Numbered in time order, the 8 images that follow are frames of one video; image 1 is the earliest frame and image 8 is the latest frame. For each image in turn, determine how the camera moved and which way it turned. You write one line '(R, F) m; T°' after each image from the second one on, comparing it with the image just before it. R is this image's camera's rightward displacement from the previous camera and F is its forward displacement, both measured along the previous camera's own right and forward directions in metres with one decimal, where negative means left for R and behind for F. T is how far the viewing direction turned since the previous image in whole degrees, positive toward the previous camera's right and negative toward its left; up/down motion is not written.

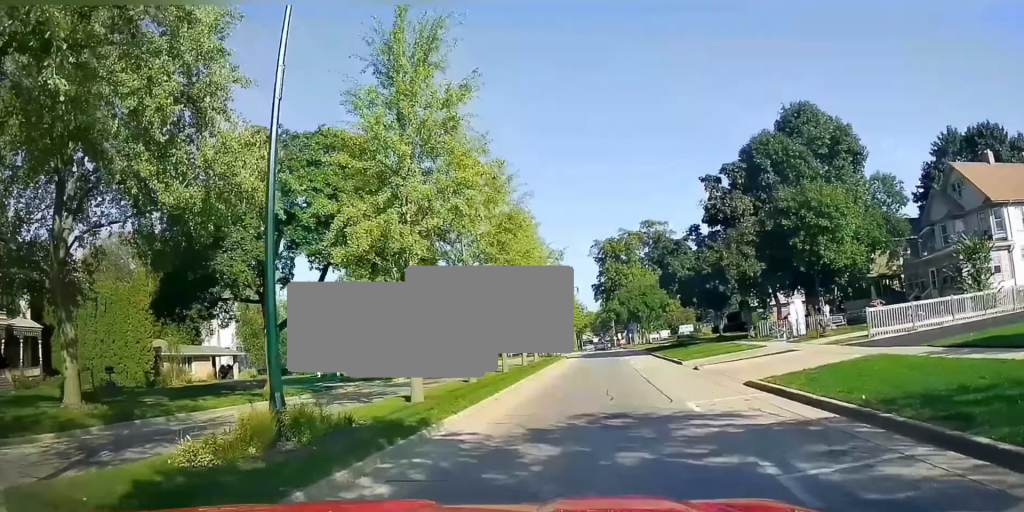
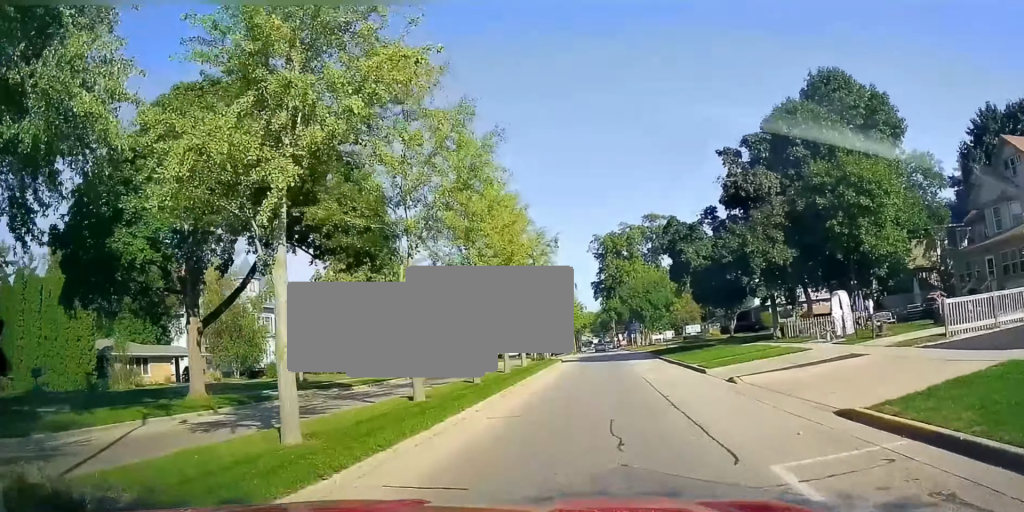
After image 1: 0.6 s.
(0.0, +6.9) m; 0°
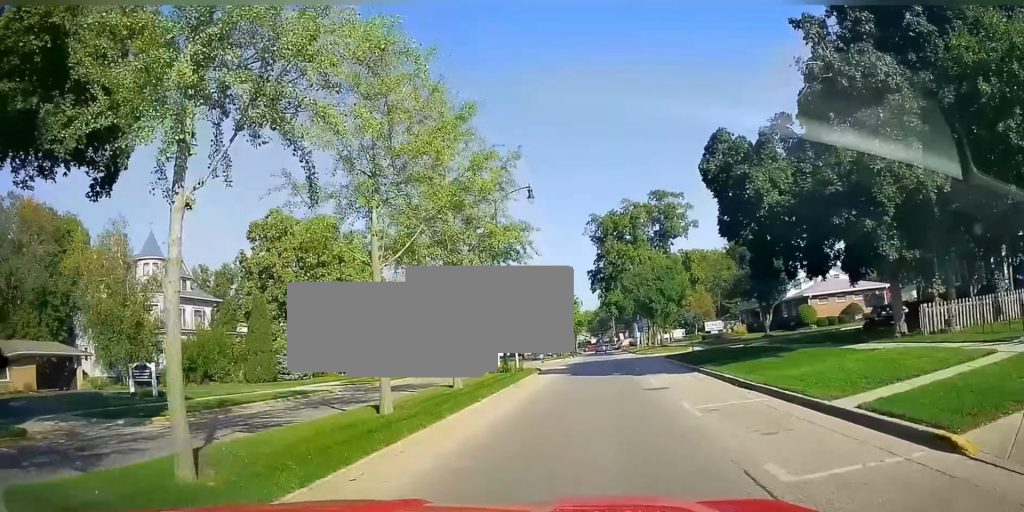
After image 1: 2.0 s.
(0.0, +16.9) m; 0°
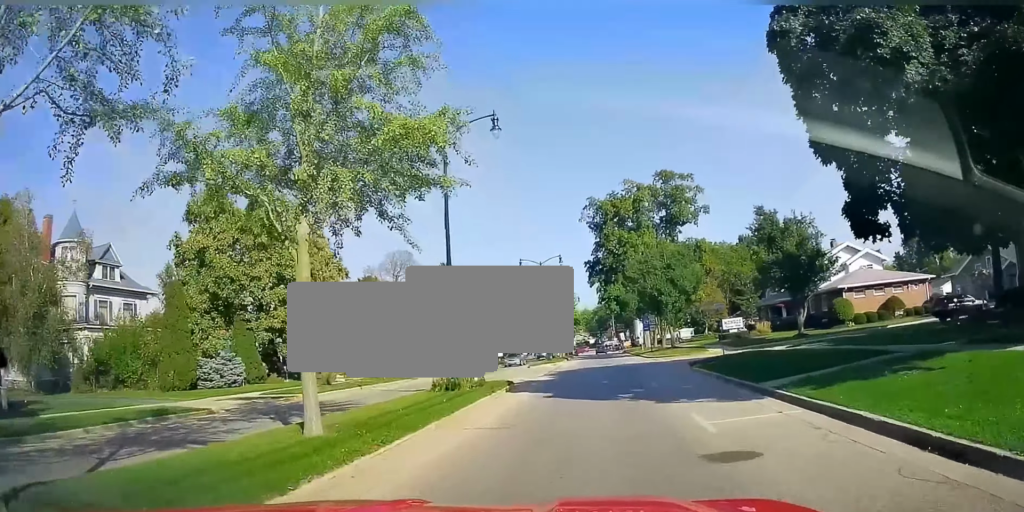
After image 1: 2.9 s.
(0.0, +10.3) m; 0°
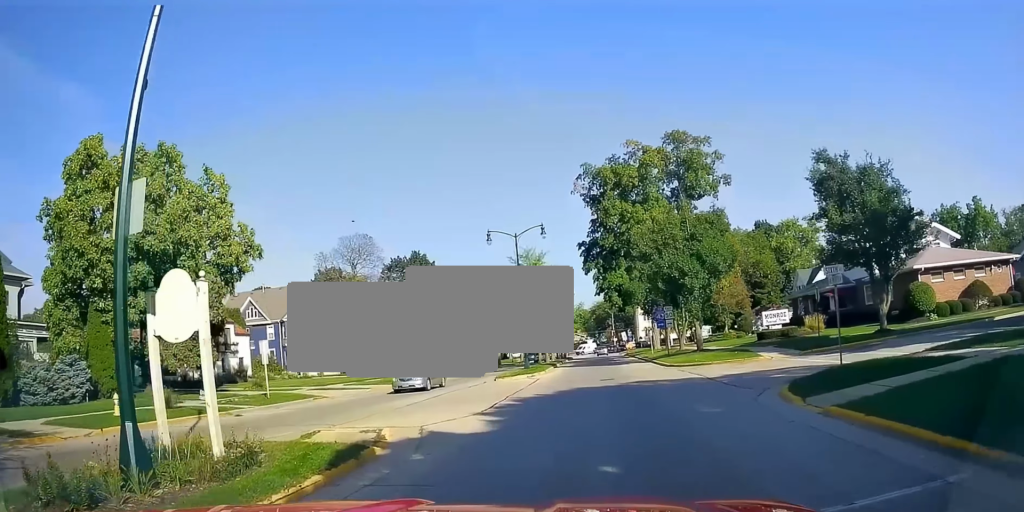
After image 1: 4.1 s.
(0.0, +15.2) m; 0°
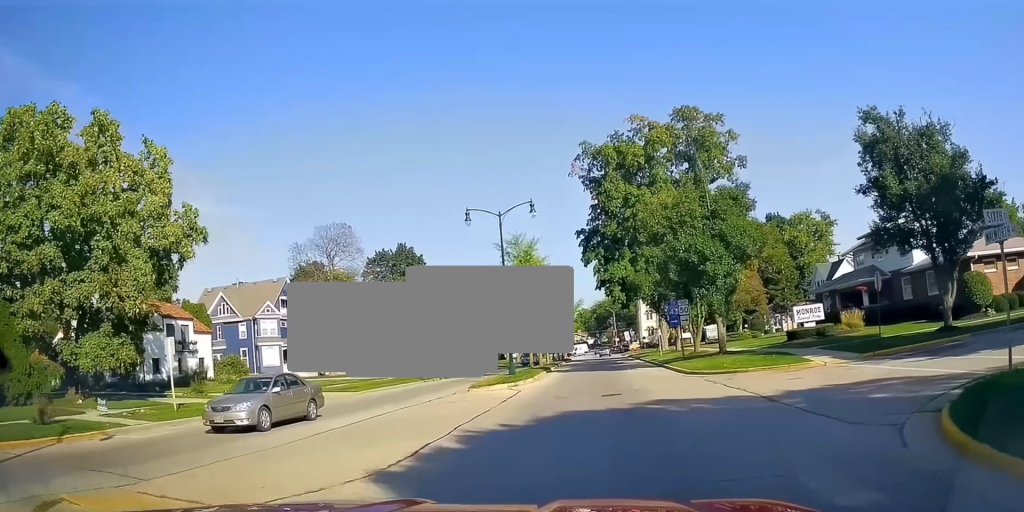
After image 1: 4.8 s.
(0.0, +7.0) m; -1°
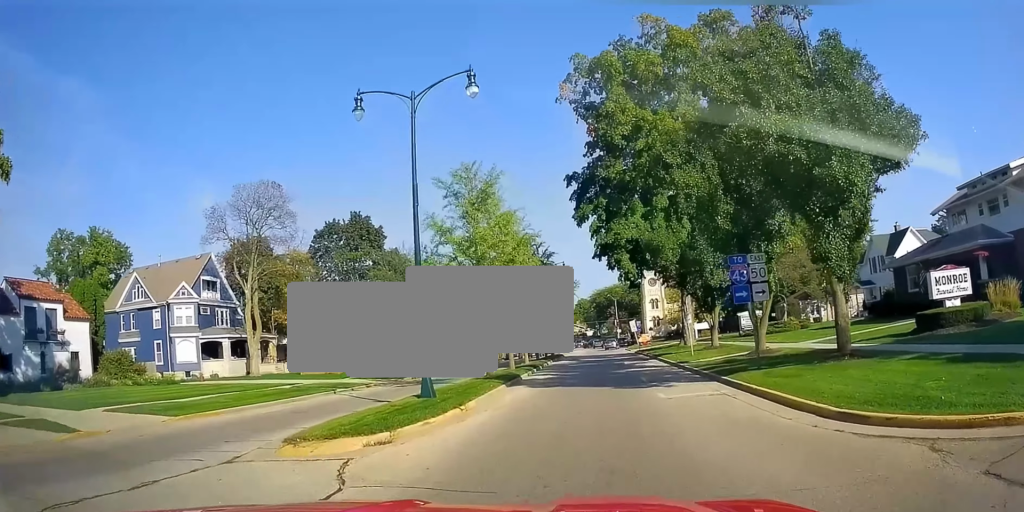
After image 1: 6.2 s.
(-0.6, +16.4) m; -2°
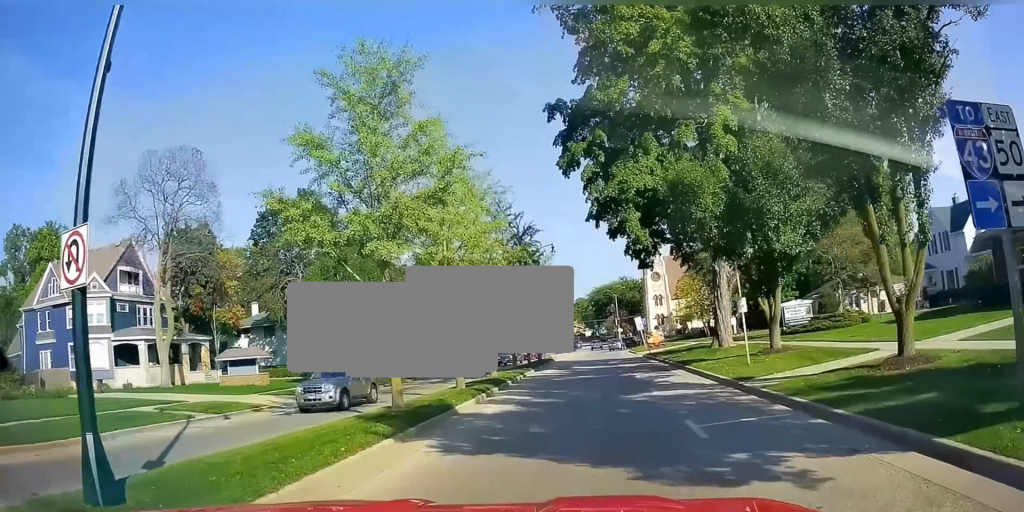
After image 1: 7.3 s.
(+0.5, +12.5) m; +3°
